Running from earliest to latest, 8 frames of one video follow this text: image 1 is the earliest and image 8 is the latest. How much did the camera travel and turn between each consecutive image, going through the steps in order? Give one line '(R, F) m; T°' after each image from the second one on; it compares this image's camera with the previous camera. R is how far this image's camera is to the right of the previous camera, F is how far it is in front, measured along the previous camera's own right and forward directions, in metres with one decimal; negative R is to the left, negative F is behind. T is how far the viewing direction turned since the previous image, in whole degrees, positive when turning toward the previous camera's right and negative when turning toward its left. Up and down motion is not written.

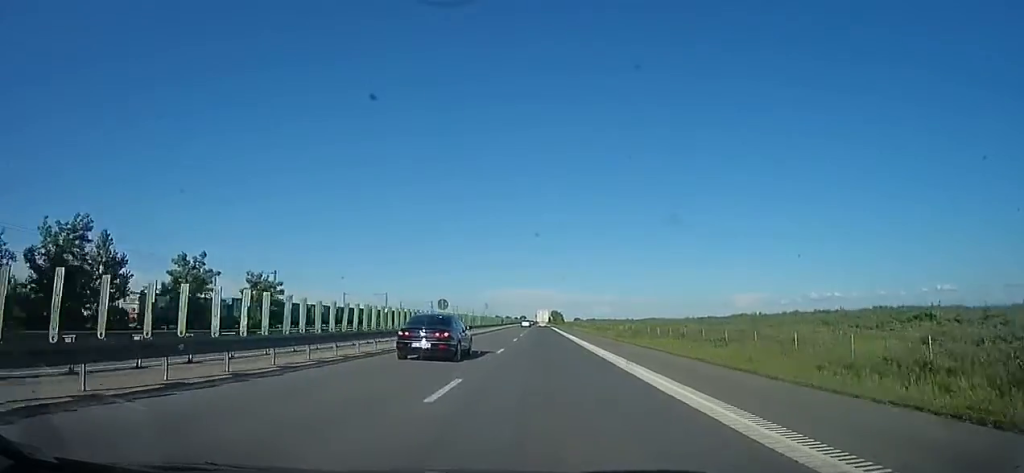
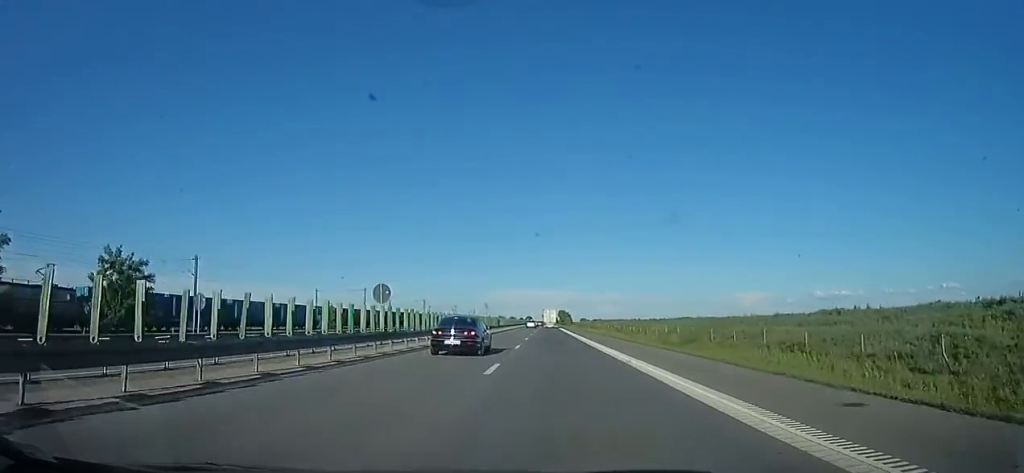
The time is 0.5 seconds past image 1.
(0.0, +19.3) m; 0°
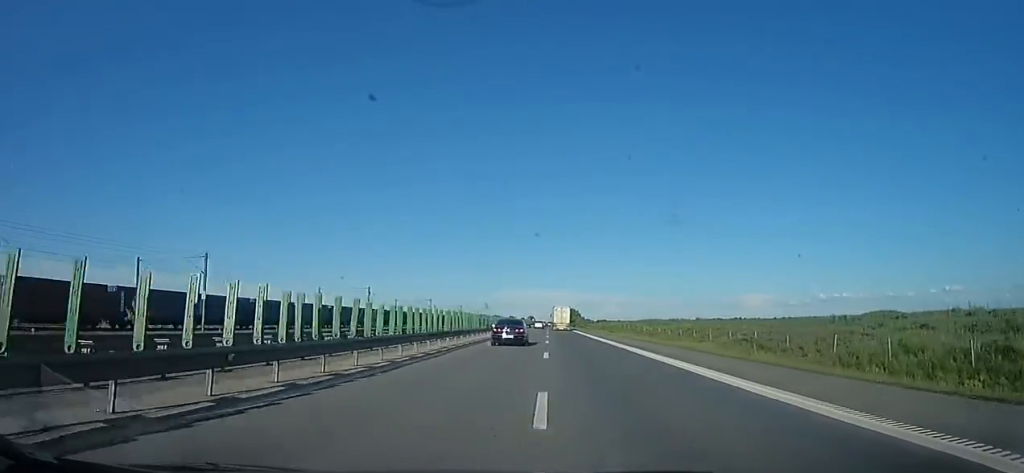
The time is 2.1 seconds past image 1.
(0.0, +53.1) m; 0°
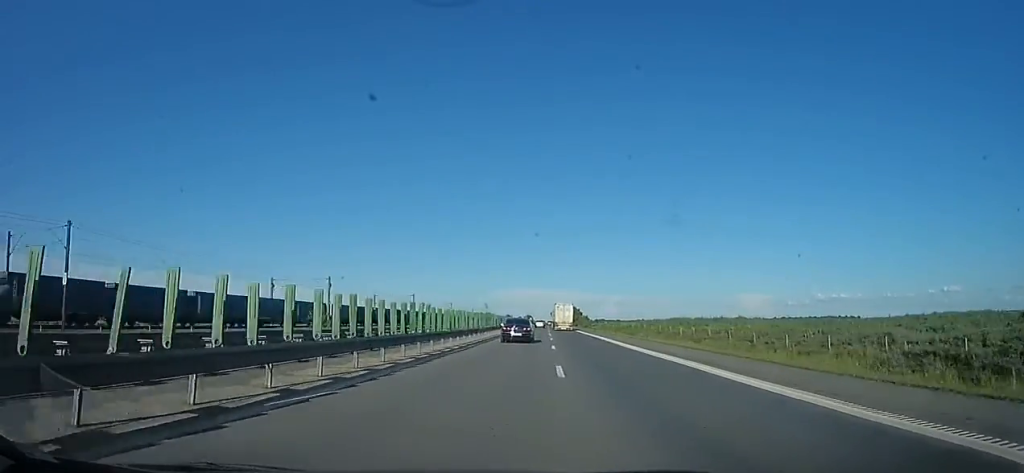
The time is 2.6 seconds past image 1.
(0.0, +18.7) m; 0°
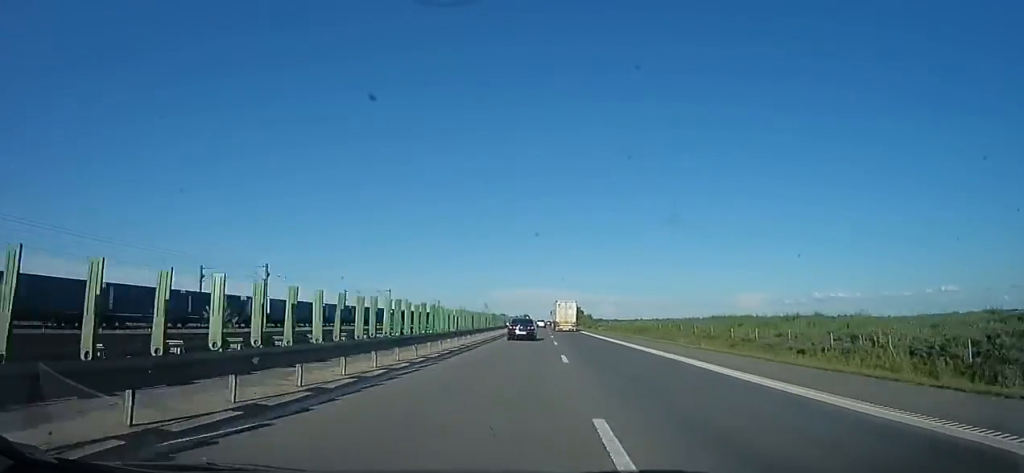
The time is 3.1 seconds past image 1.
(0.0, +19.4) m; 0°
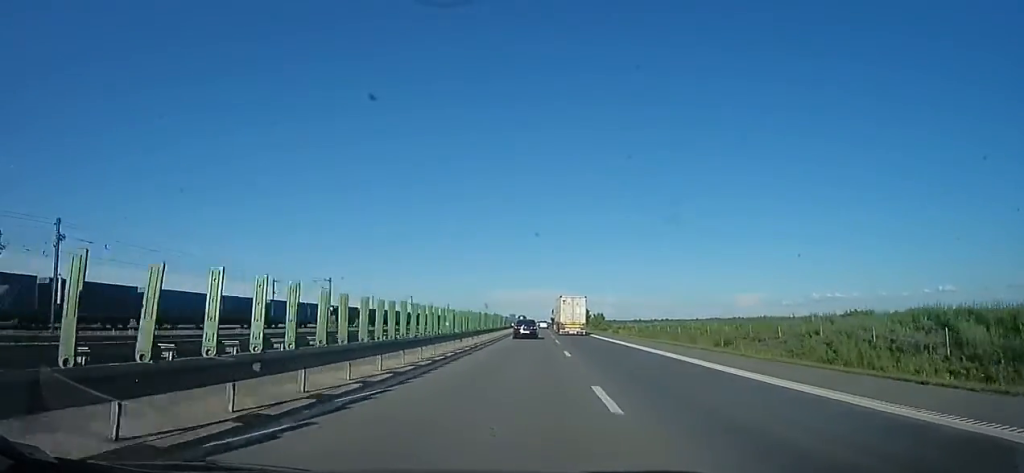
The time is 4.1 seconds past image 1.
(0.0, +32.4) m; 0°
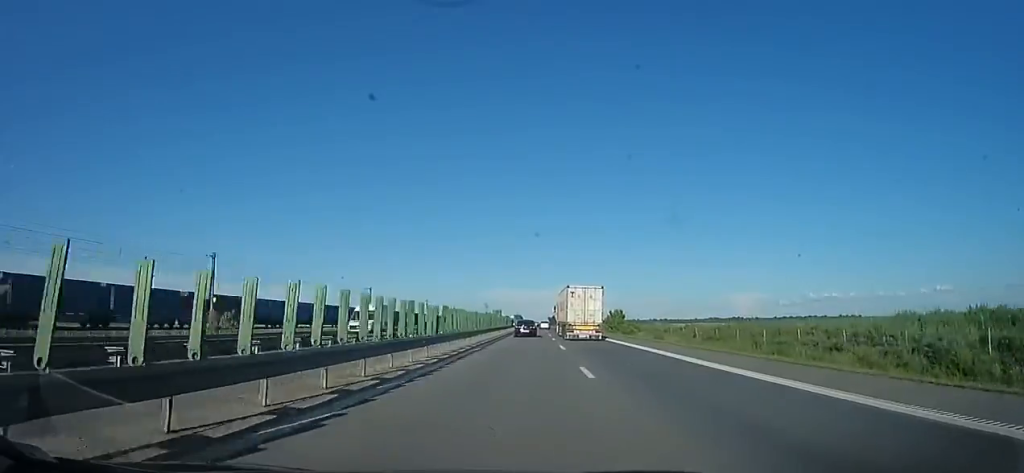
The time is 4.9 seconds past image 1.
(0.0, +31.2) m; 0°
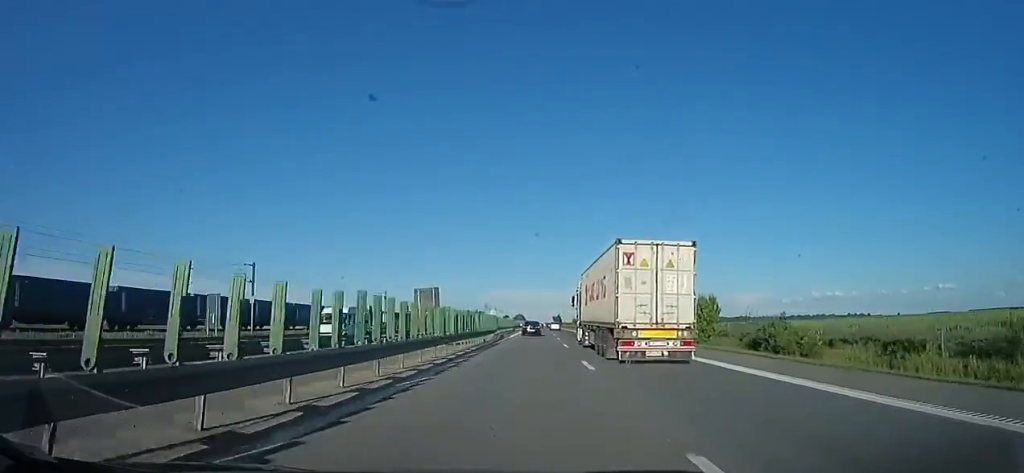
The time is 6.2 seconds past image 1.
(0.0, +45.4) m; 0°
